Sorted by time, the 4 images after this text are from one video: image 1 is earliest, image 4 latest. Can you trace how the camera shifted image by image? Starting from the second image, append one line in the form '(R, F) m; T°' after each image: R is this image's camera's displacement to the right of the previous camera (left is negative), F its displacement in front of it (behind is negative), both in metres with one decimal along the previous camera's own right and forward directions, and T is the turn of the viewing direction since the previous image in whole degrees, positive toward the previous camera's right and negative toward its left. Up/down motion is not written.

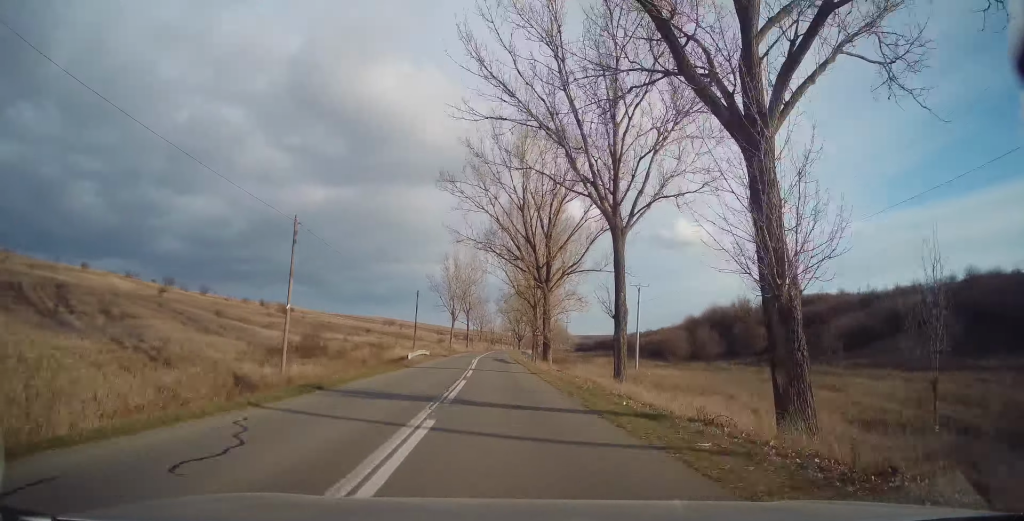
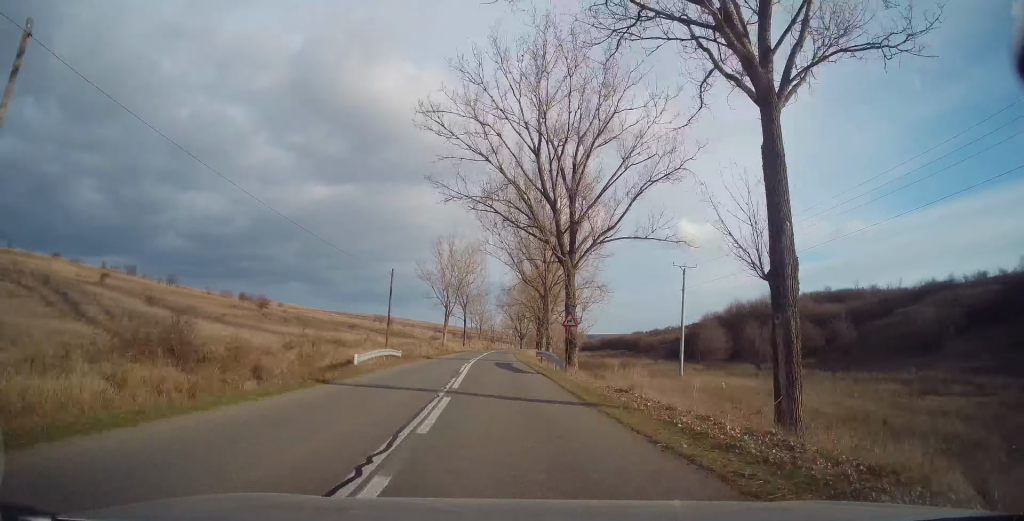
(0.0, +14.6) m; 0°
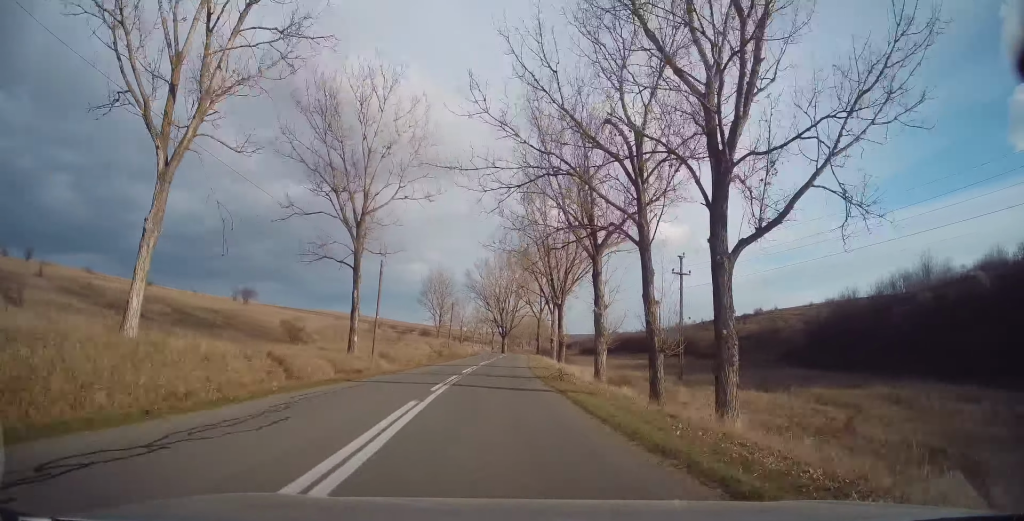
(+1.1, +76.2) m; +2°
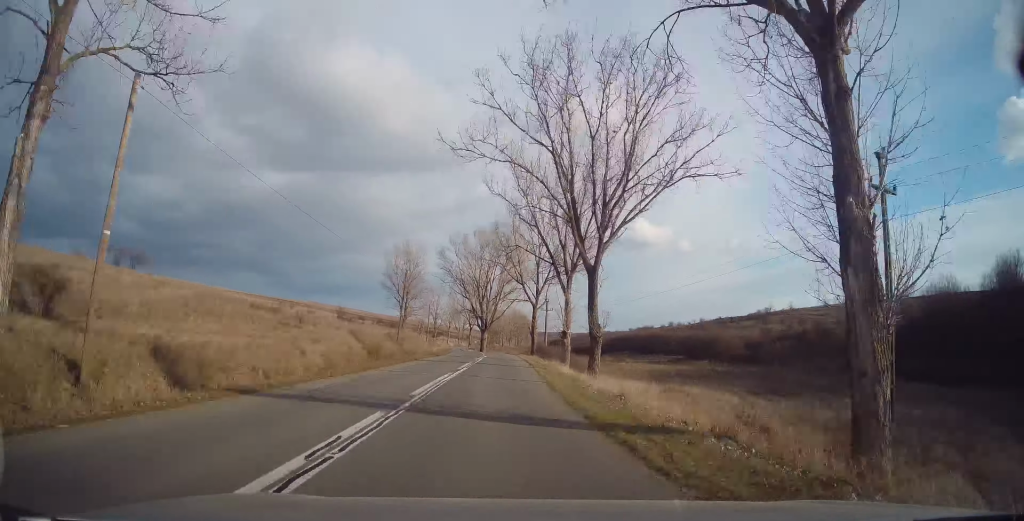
(+0.2, +25.7) m; +3°
